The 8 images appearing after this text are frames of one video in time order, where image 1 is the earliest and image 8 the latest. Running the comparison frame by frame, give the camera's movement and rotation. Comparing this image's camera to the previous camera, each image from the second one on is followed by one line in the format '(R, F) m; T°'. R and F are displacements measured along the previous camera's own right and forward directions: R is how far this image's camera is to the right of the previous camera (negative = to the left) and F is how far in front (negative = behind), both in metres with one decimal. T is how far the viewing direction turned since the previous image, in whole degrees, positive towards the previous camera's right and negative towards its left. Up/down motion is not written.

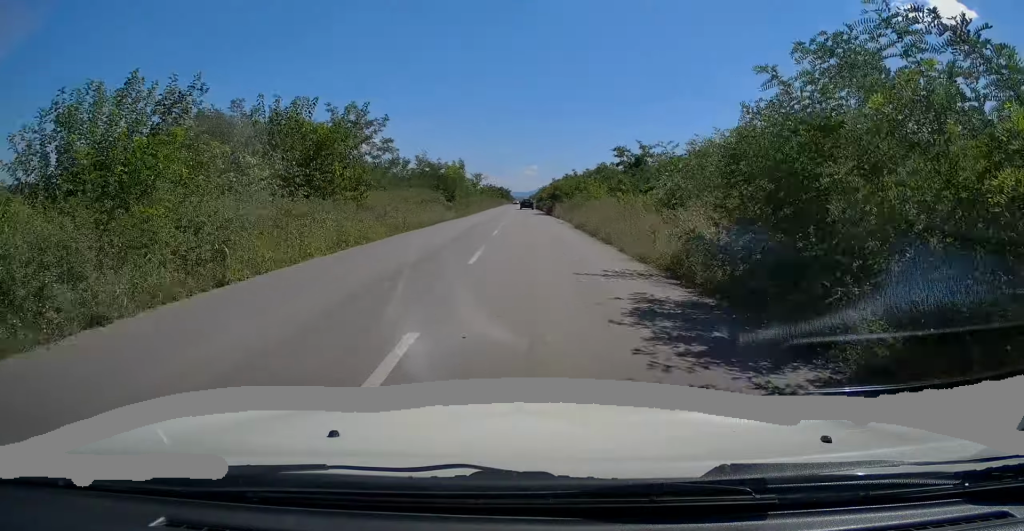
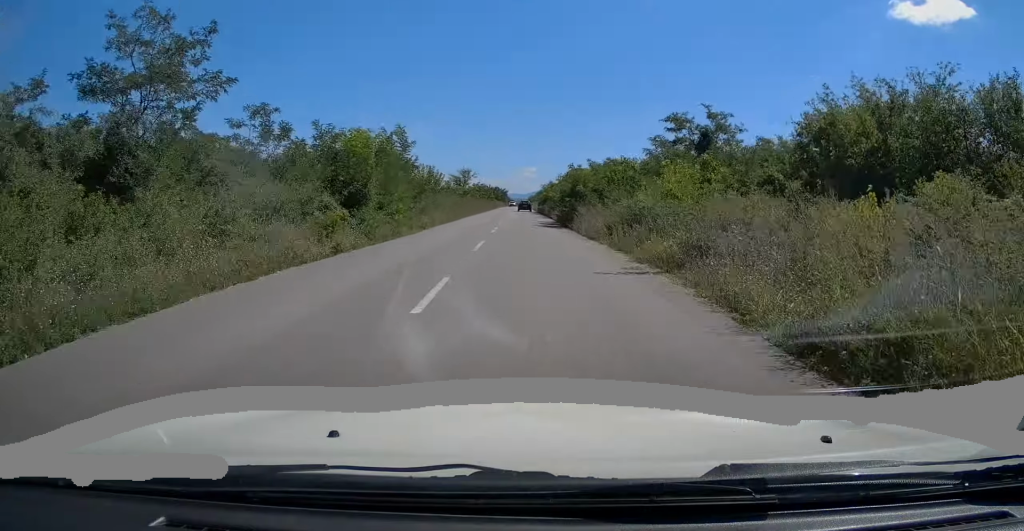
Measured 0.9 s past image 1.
(+0.1, +22.4) m; 0°
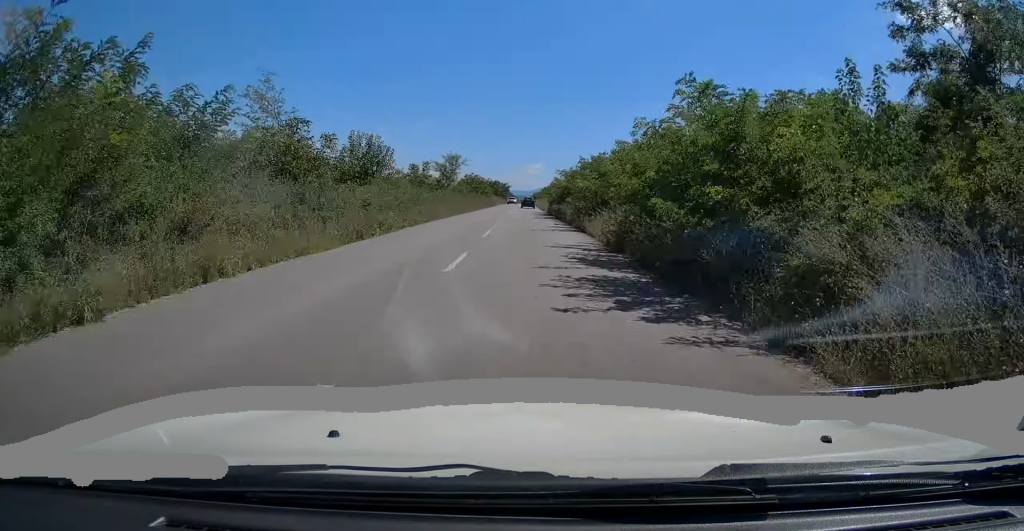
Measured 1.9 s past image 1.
(-0.1, +23.2) m; 0°
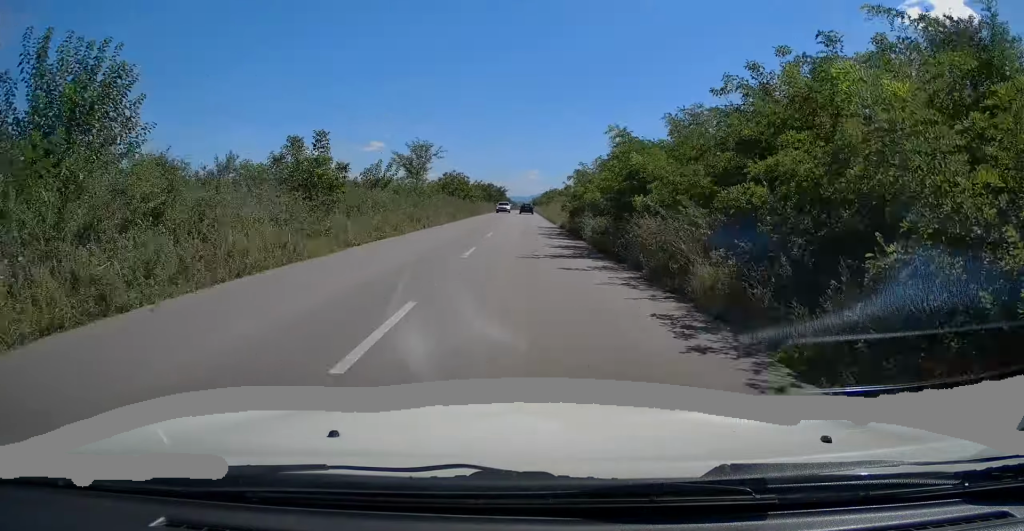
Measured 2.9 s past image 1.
(+0.1, +23.2) m; 0°
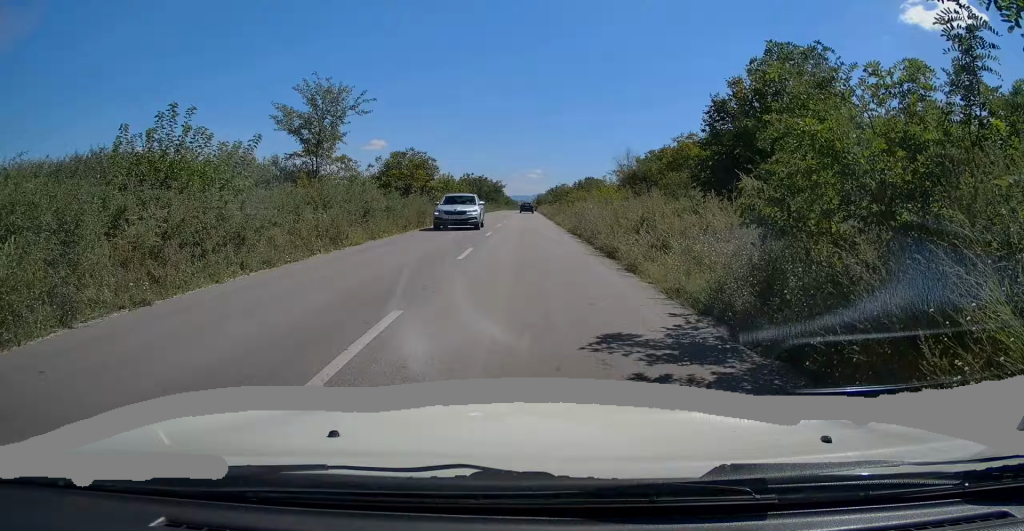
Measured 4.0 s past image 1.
(-0.1, +27.2) m; +1°
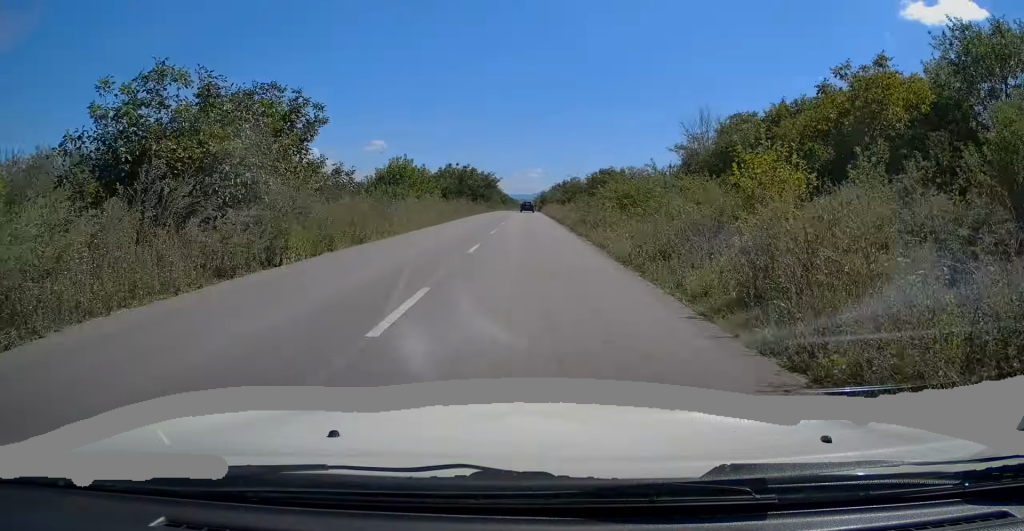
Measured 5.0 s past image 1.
(+0.4, +24.9) m; 0°
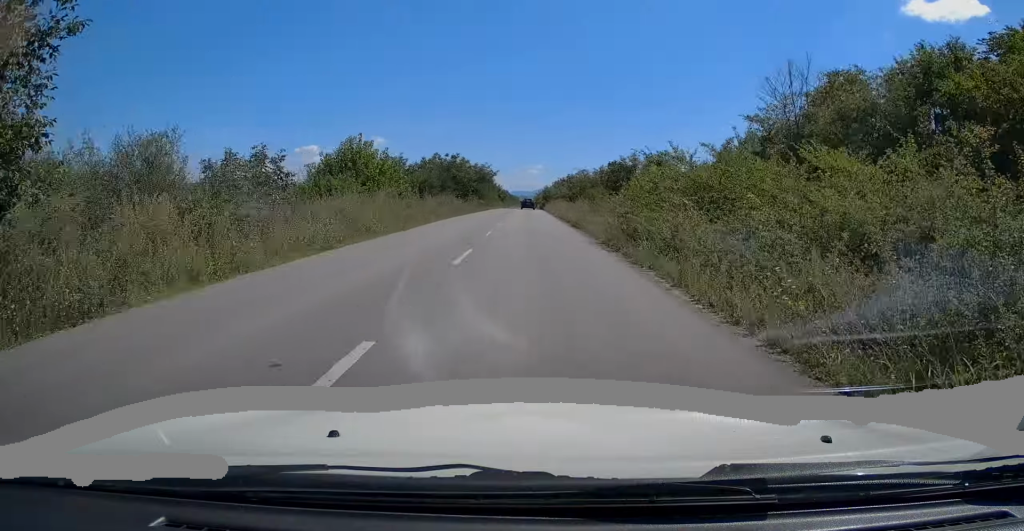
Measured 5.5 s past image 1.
(-0.2, +12.0) m; 0°
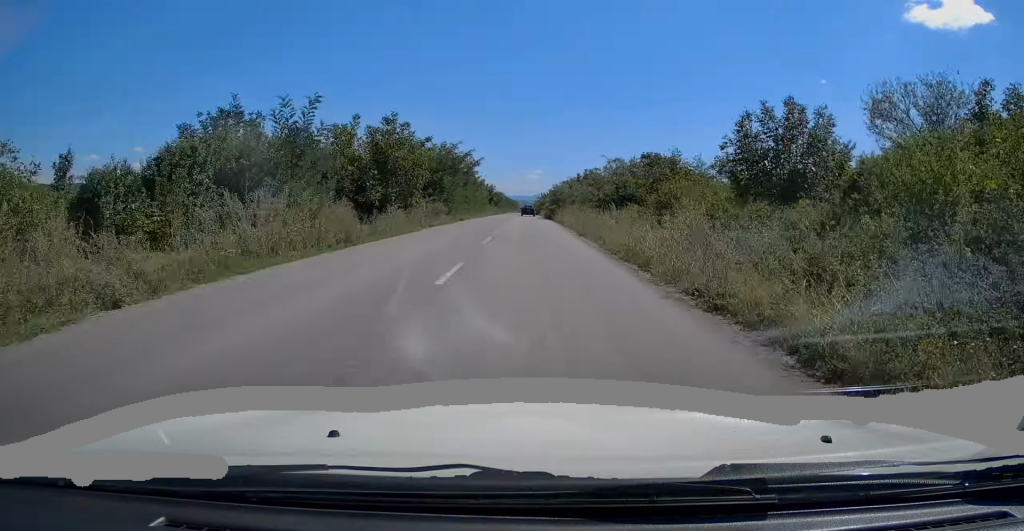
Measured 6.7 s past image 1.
(-0.2, +28.9) m; -1°
